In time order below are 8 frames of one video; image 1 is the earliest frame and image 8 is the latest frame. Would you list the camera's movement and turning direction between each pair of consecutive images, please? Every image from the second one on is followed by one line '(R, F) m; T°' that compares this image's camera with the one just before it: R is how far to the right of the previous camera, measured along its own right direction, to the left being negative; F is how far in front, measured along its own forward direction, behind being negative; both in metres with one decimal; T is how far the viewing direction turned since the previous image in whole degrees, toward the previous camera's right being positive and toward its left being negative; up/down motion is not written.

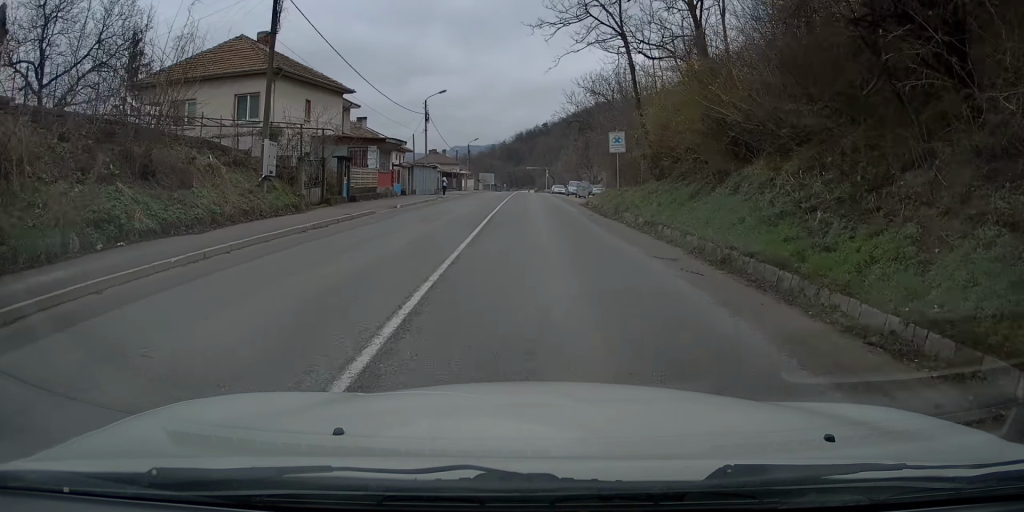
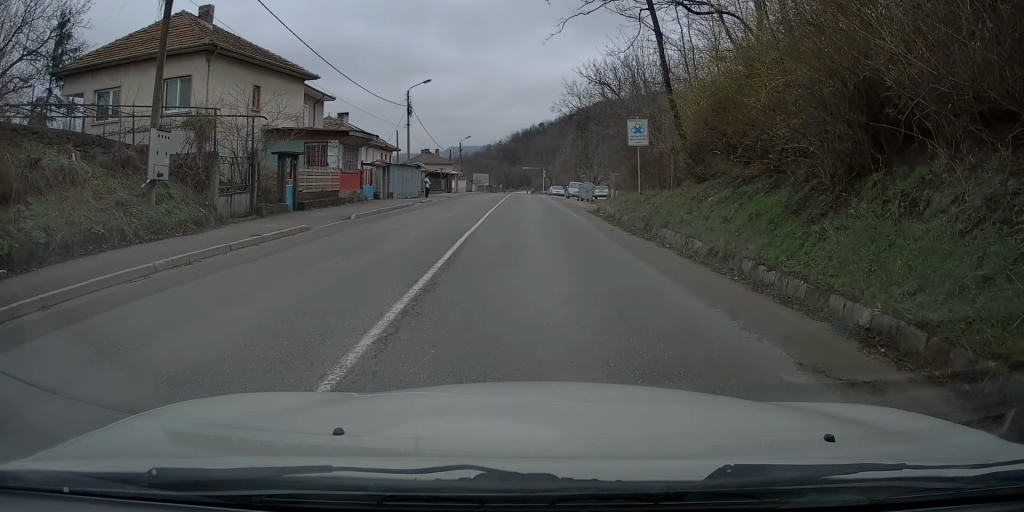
(-0.1, +5.8) m; 0°
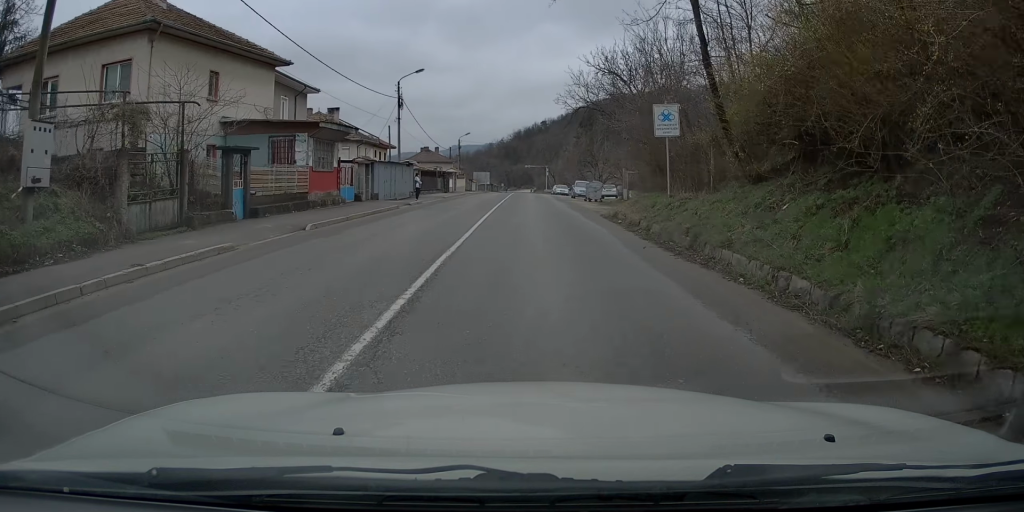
(+0.1, +4.1) m; 0°
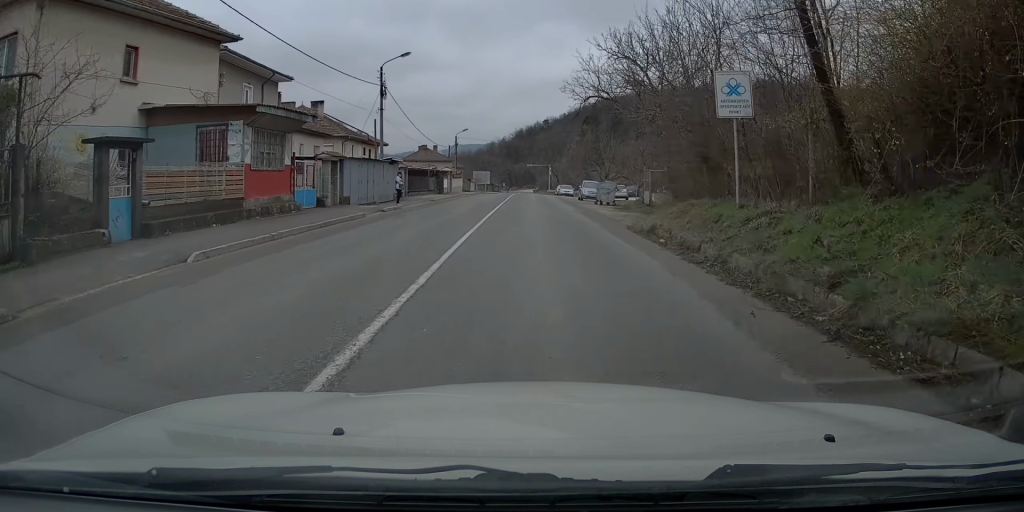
(+0.1, +5.3) m; 0°
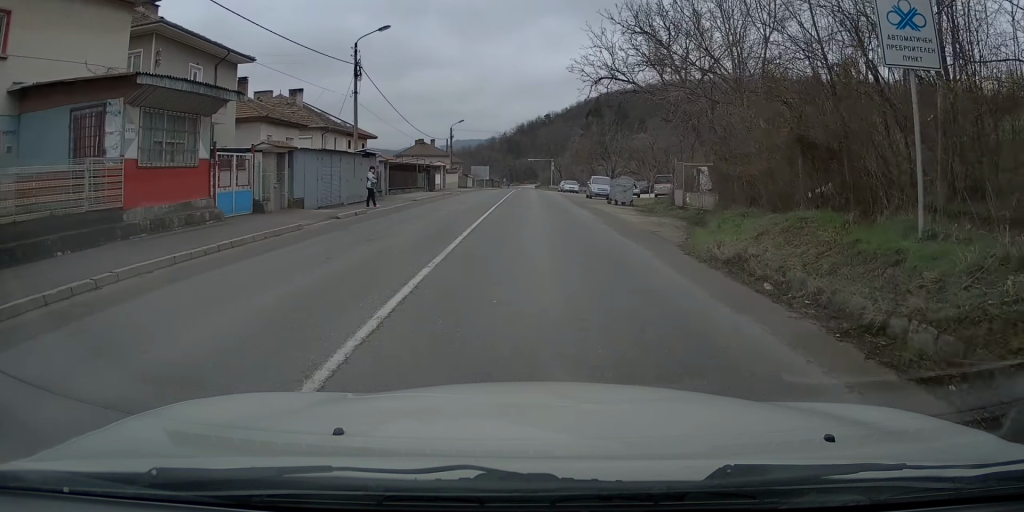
(-0.1, +5.8) m; -1°
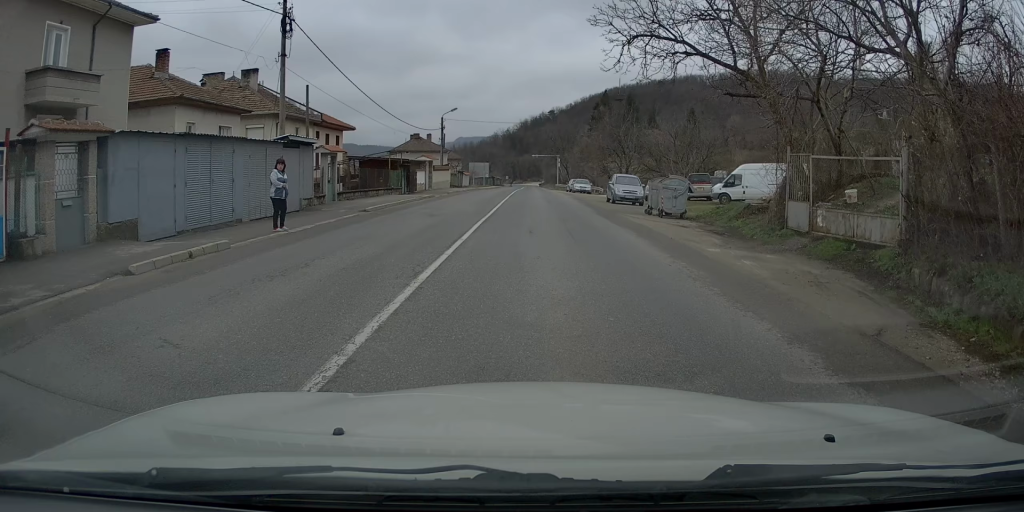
(-0.1, +10.2) m; -1°
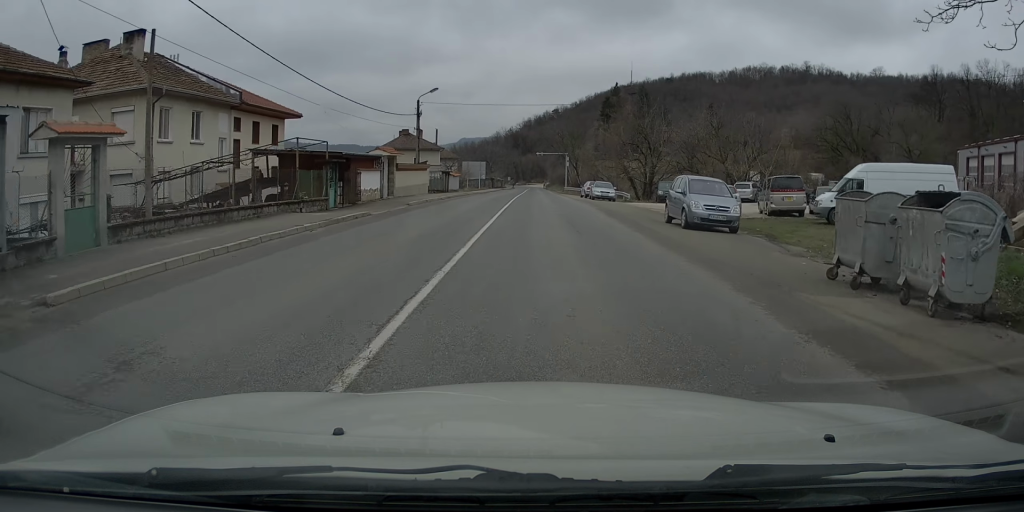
(+0.1, +15.3) m; +1°
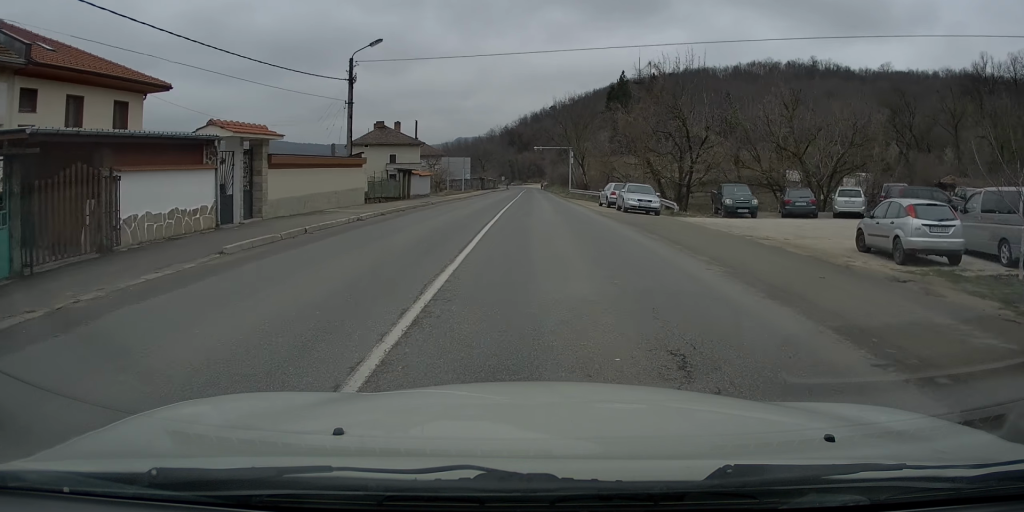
(0.0, +16.9) m; 0°
